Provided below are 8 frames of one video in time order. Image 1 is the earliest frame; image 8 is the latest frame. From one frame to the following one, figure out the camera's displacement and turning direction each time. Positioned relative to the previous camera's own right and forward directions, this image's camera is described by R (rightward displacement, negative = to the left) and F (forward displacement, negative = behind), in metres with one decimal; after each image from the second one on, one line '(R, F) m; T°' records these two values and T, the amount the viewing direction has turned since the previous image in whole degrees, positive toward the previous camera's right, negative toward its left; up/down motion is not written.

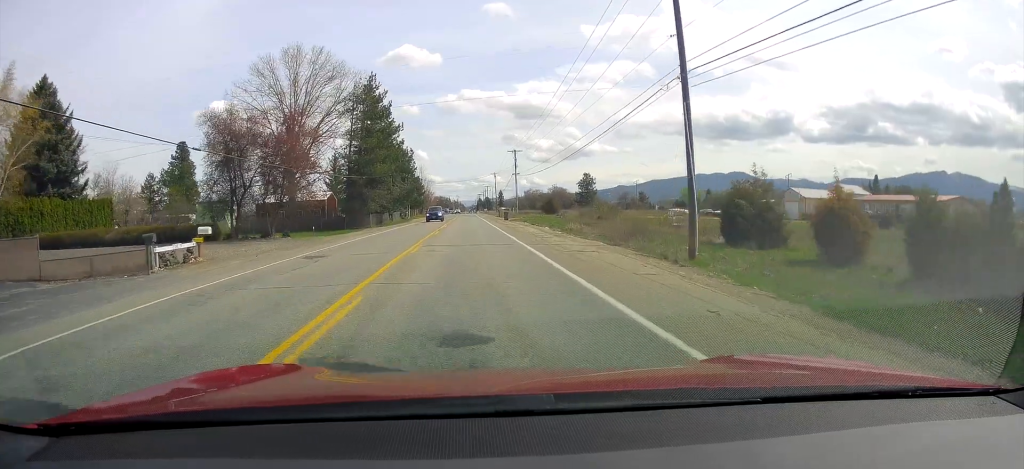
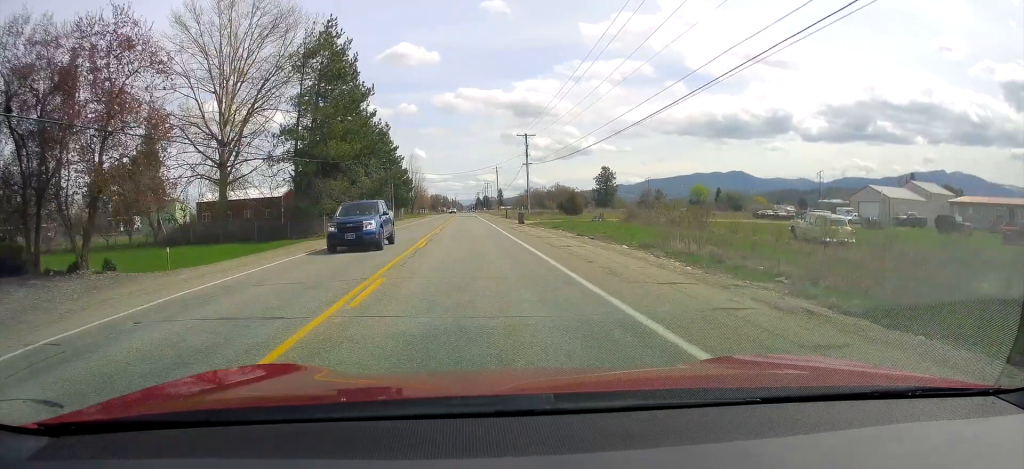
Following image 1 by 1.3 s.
(0.0, +21.2) m; 0°
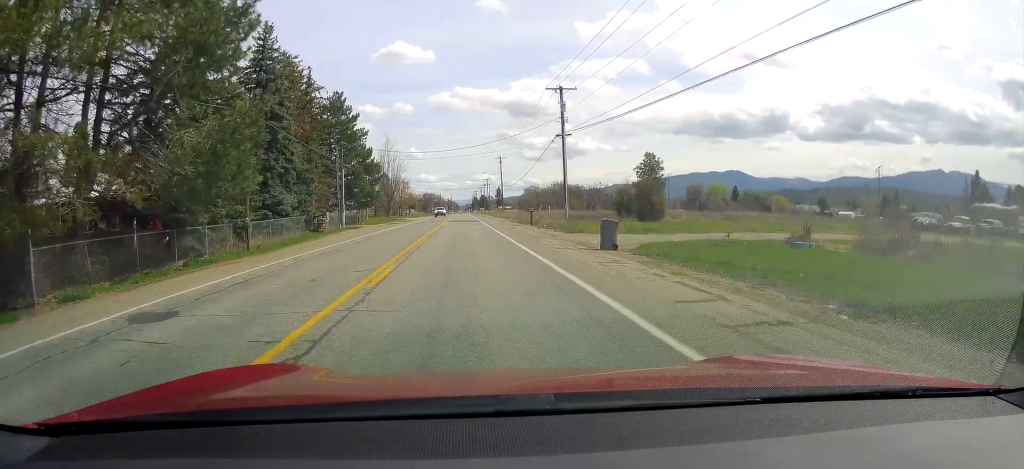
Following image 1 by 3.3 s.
(0.0, +34.2) m; +2°
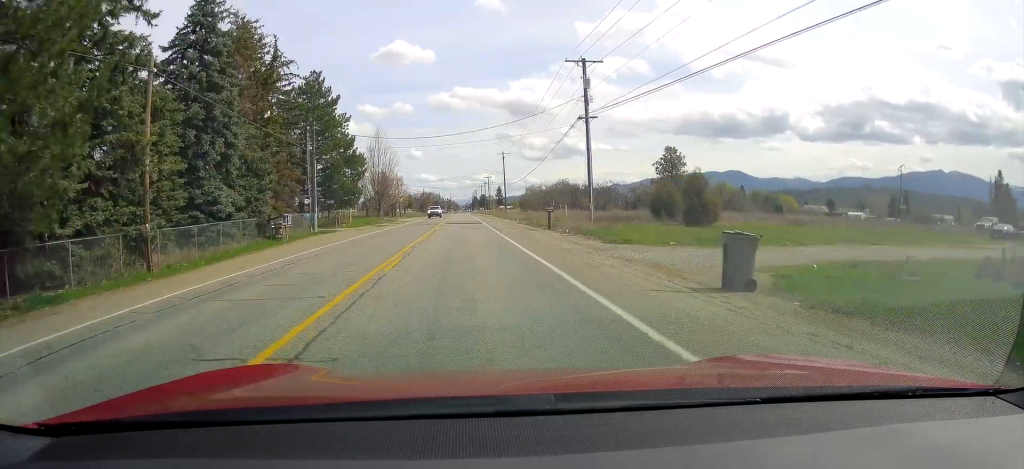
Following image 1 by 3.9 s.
(+0.3, +10.0) m; 0°
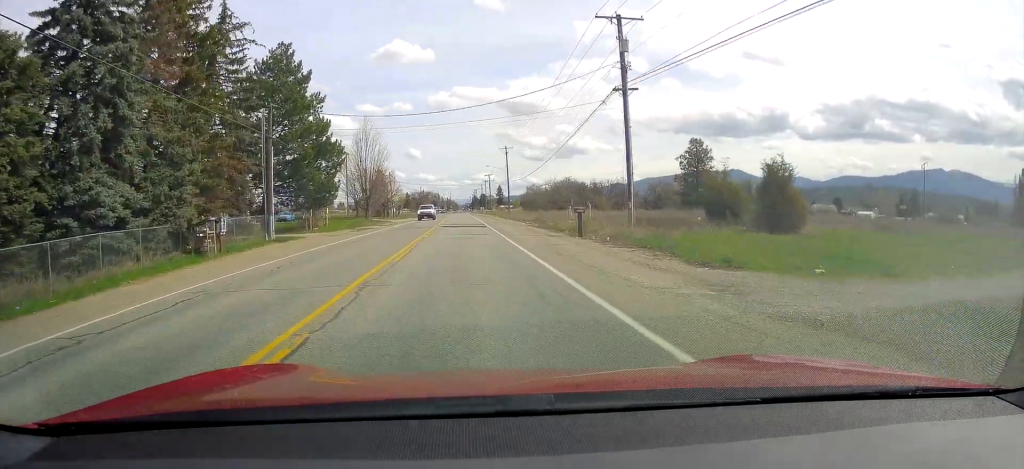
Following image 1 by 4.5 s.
(+0.2, +10.7) m; 0°
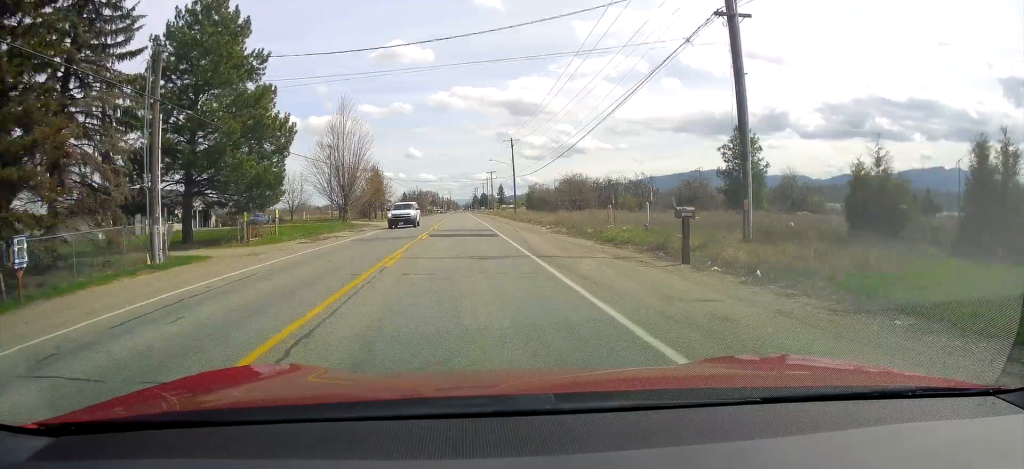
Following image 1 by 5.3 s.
(-0.4, +13.7) m; 0°
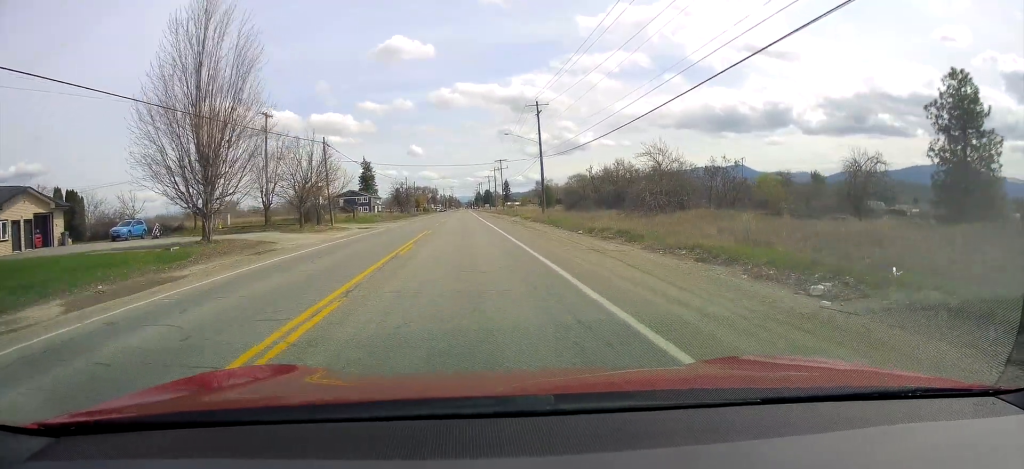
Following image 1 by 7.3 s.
(0.0, +33.8) m; -2°
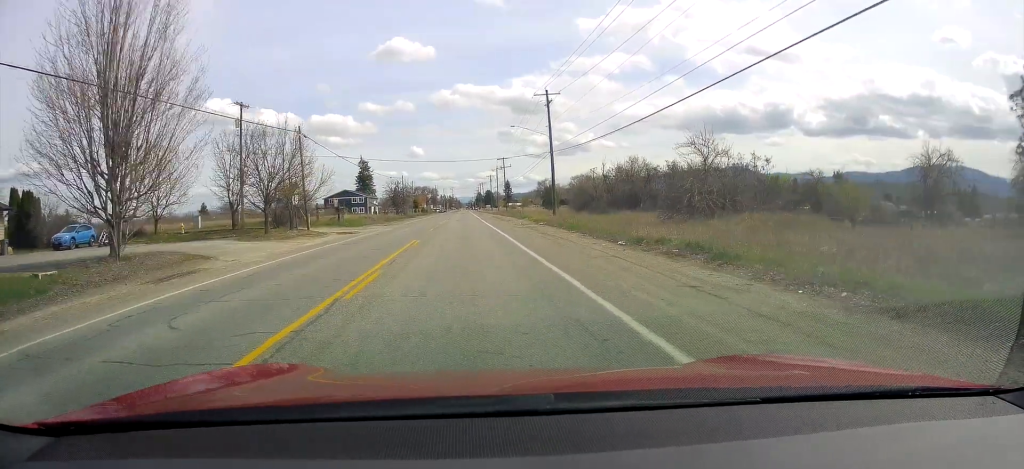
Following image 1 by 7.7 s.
(0.0, +7.8) m; -1°
